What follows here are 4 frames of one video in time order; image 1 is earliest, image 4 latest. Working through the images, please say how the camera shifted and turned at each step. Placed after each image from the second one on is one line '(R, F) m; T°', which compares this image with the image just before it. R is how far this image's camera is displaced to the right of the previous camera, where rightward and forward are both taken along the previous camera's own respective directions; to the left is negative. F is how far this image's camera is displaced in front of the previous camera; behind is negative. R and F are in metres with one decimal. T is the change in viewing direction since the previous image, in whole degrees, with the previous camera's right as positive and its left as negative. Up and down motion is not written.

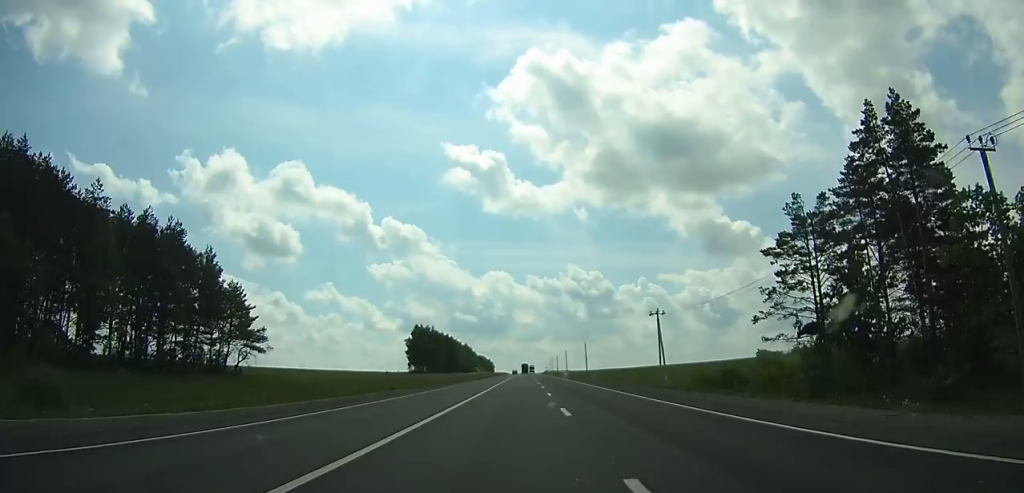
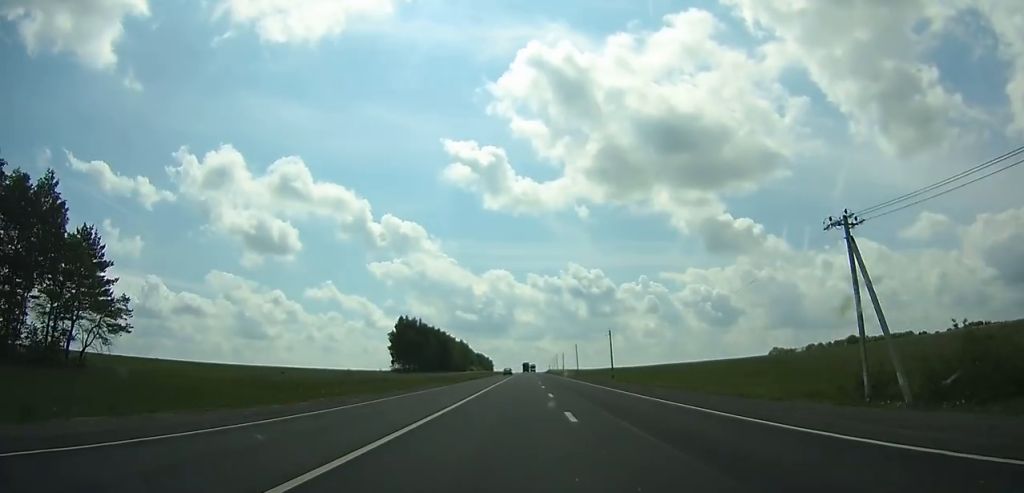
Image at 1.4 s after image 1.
(+0.1, +40.0) m; 0°
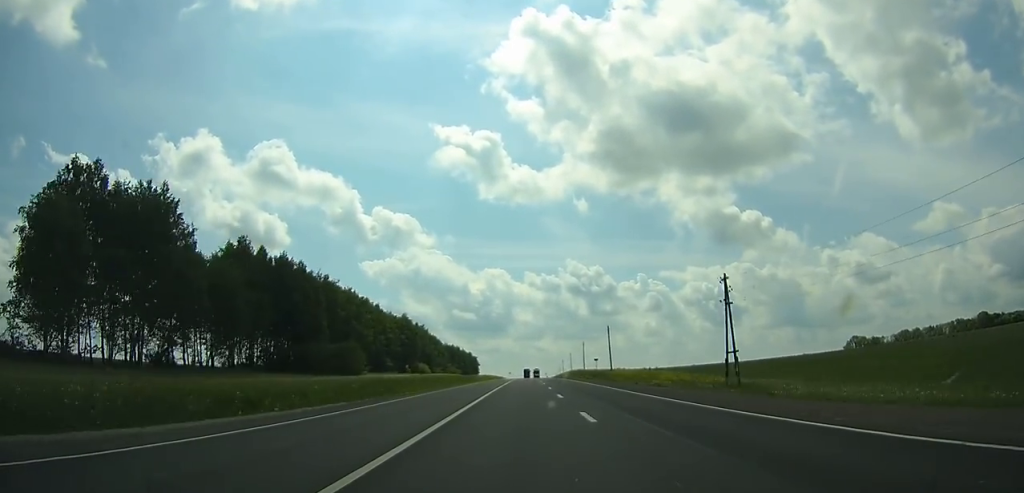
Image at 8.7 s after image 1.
(-0.9, +191.5) m; 0°
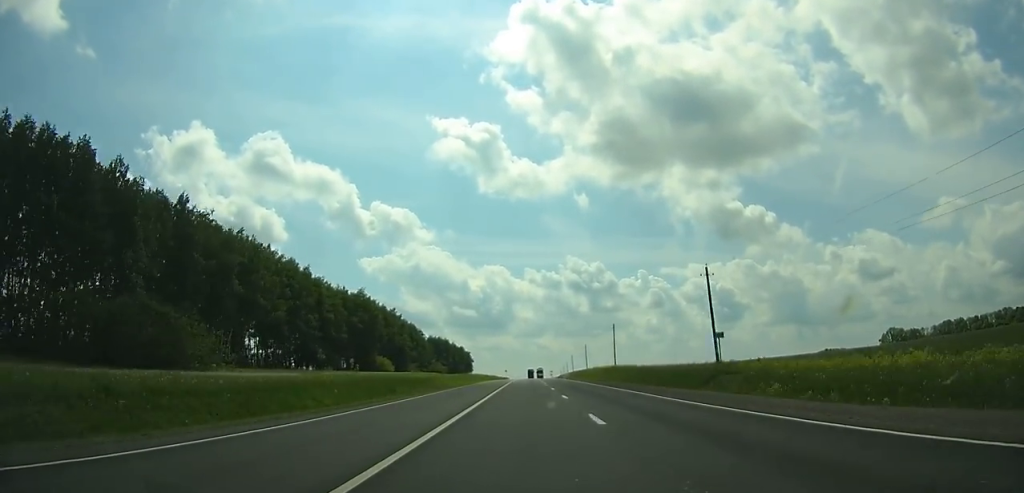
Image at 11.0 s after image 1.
(0.0, +56.4) m; 0°
